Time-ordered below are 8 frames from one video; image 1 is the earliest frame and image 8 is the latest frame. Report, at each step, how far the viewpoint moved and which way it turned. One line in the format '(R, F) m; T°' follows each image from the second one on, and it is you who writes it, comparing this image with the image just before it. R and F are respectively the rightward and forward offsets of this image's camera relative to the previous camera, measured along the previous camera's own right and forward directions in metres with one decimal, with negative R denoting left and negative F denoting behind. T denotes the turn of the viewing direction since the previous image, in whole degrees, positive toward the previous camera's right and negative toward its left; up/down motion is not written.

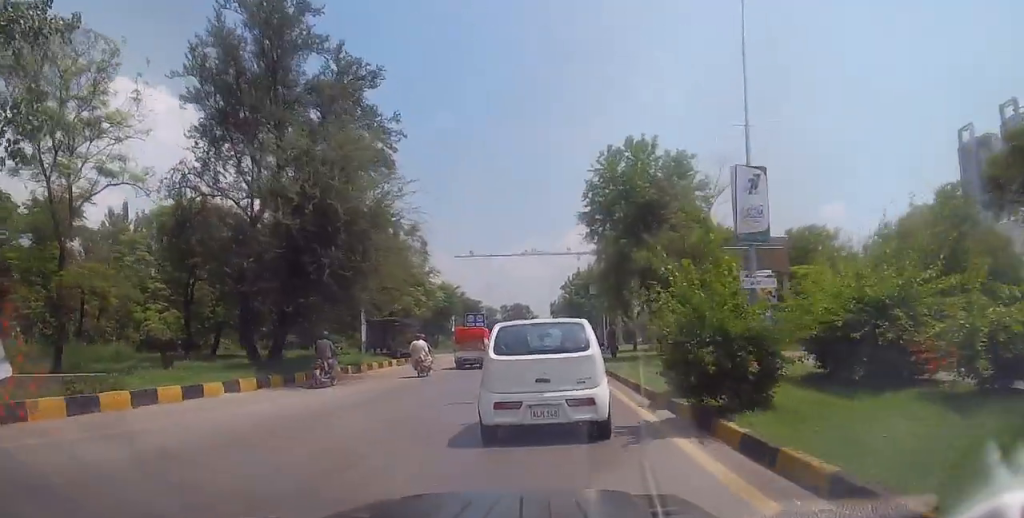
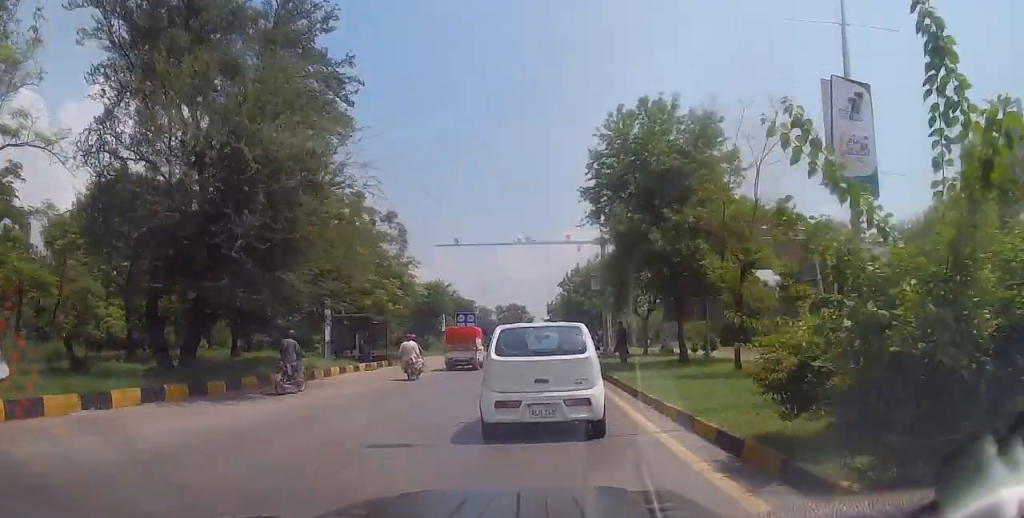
(+0.1, +5.1) m; 0°
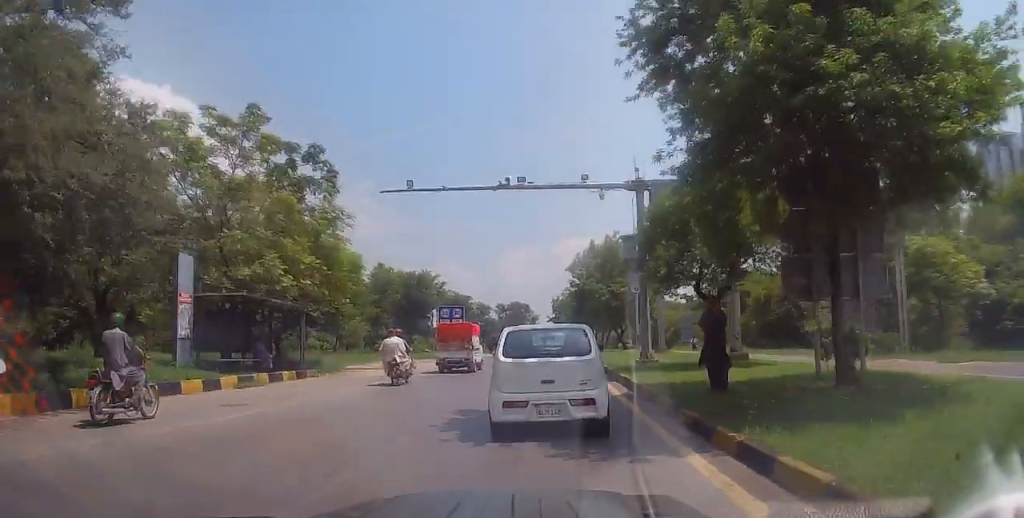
(-0.2, +12.6) m; -1°
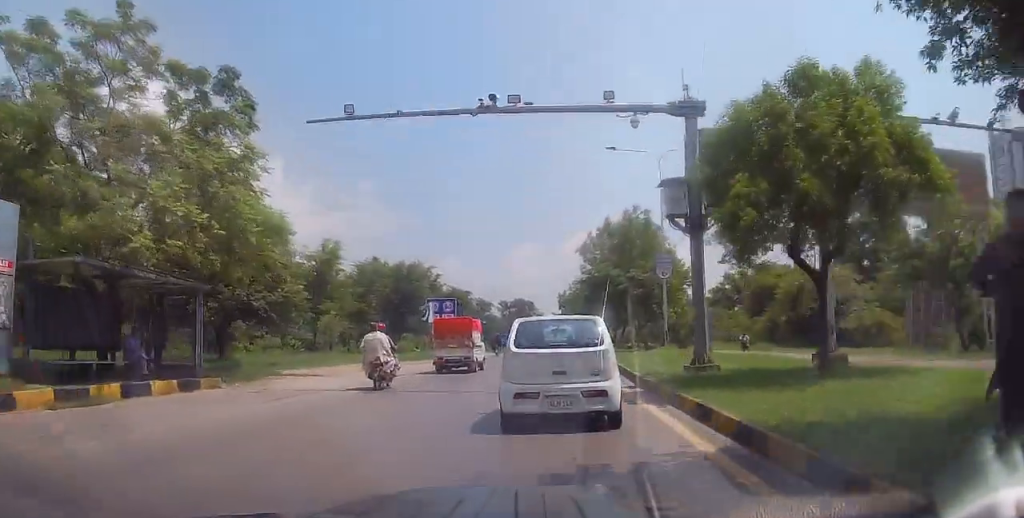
(0.0, +7.2) m; +1°
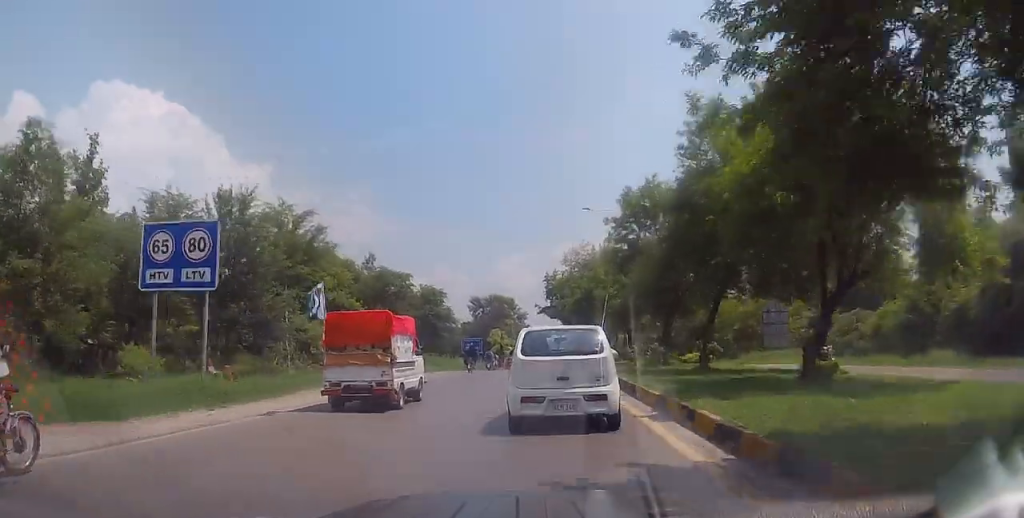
(+1.1, +31.3) m; +1°
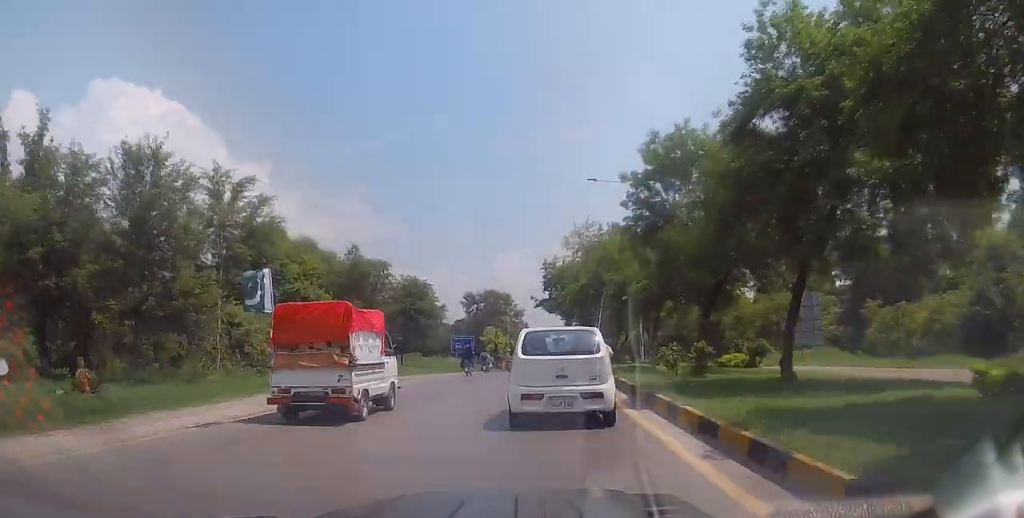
(-0.2, +7.5) m; -1°
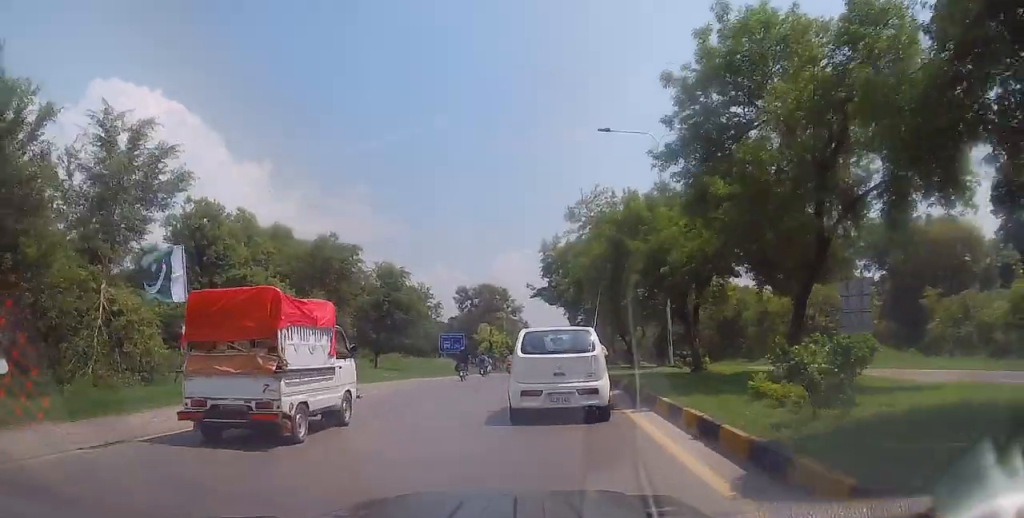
(-0.3, +8.3) m; 0°
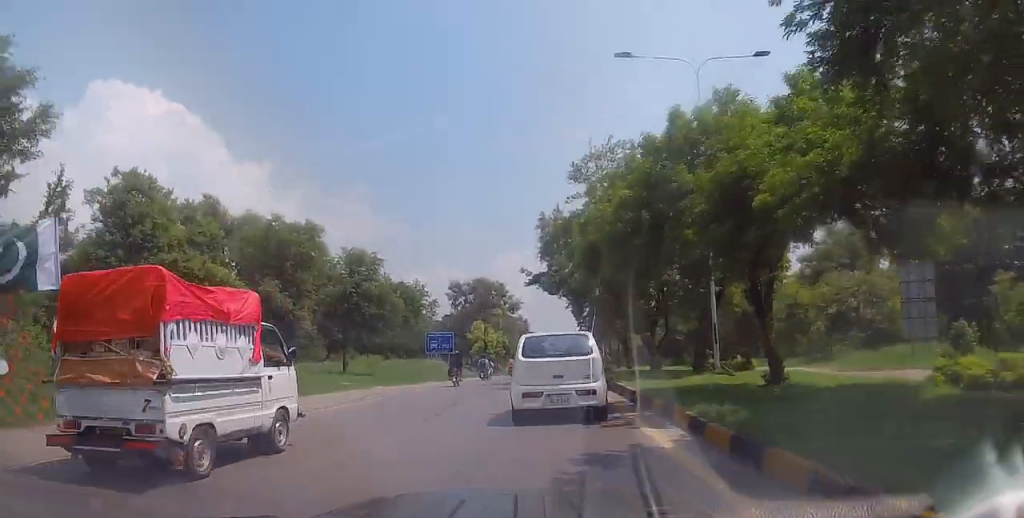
(+0.4, +7.8) m; +1°
